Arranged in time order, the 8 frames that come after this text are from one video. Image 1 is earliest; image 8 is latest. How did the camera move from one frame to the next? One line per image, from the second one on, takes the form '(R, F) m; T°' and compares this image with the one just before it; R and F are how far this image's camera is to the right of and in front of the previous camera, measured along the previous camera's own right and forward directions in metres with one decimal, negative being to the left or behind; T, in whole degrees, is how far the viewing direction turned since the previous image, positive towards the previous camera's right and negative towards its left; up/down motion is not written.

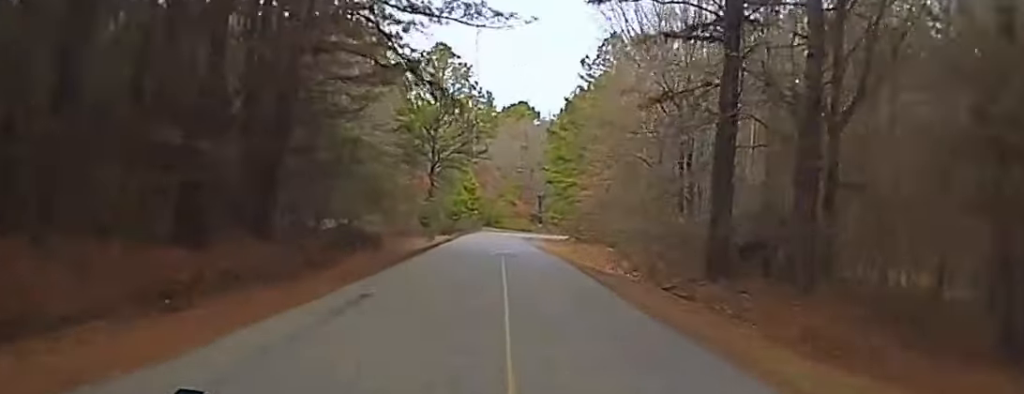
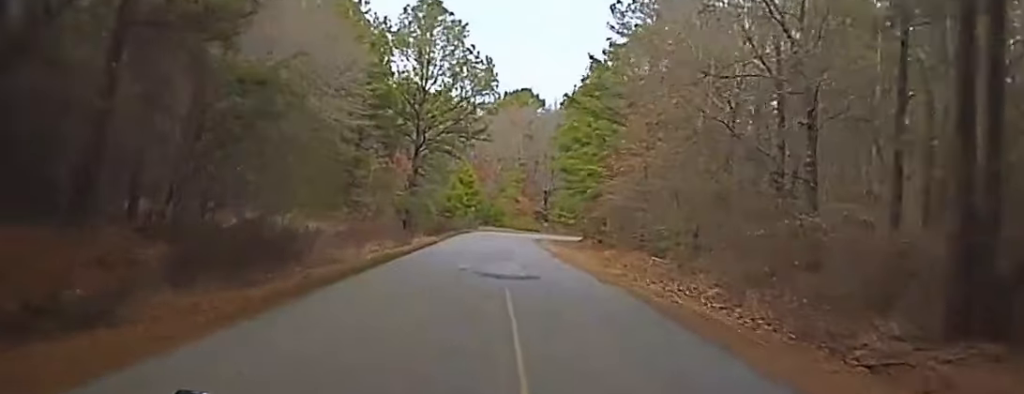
(-0.1, +18.5) m; 0°
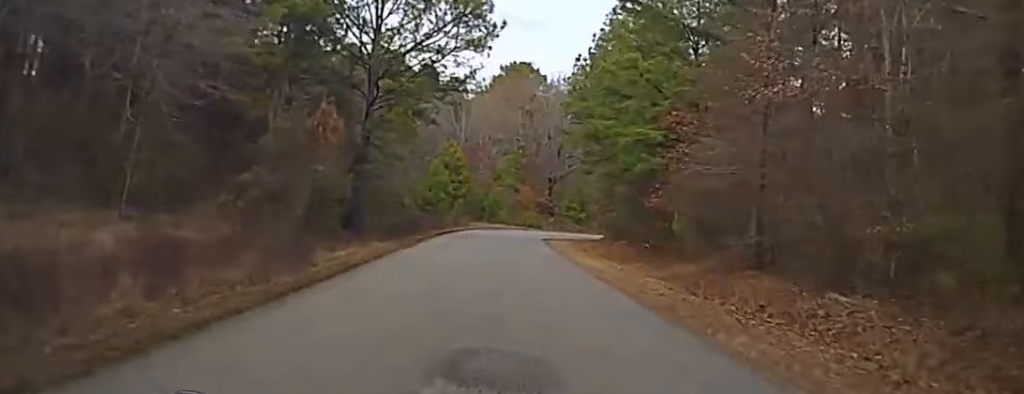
(0.0, +26.0) m; 0°
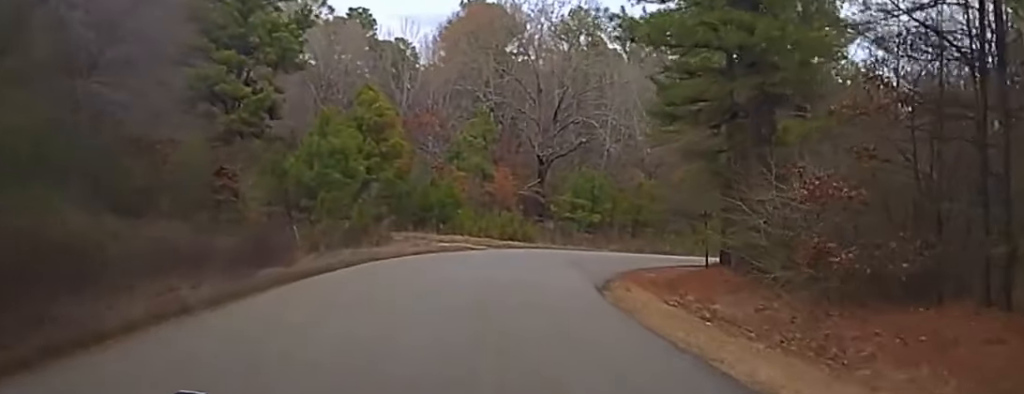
(+0.7, +51.6) m; +4°
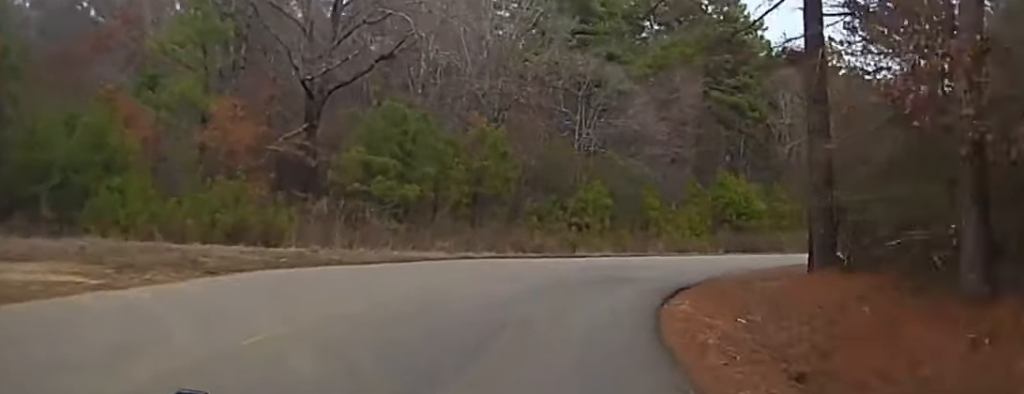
(+2.2, +34.3) m; +11°
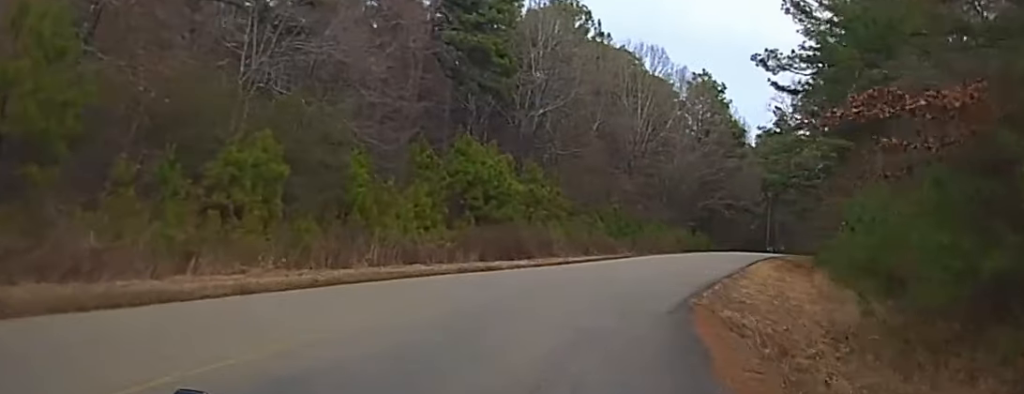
(+3.6, +26.5) m; +18°
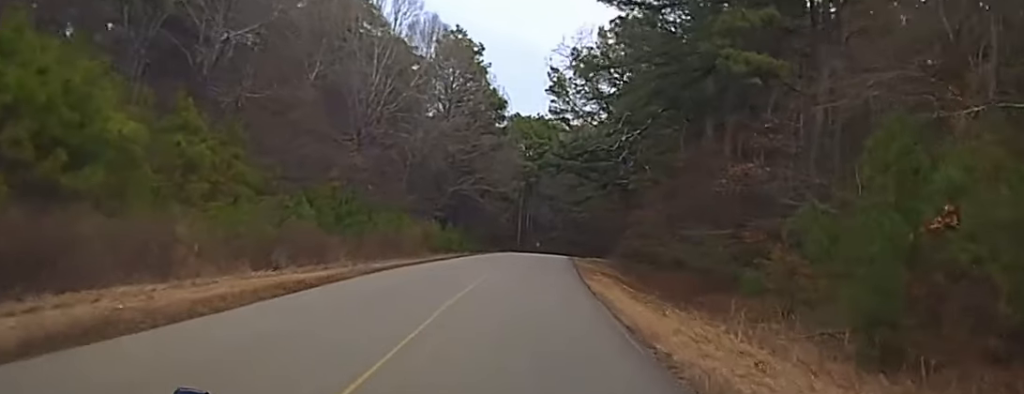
(+4.3, +26.2) m; +12°
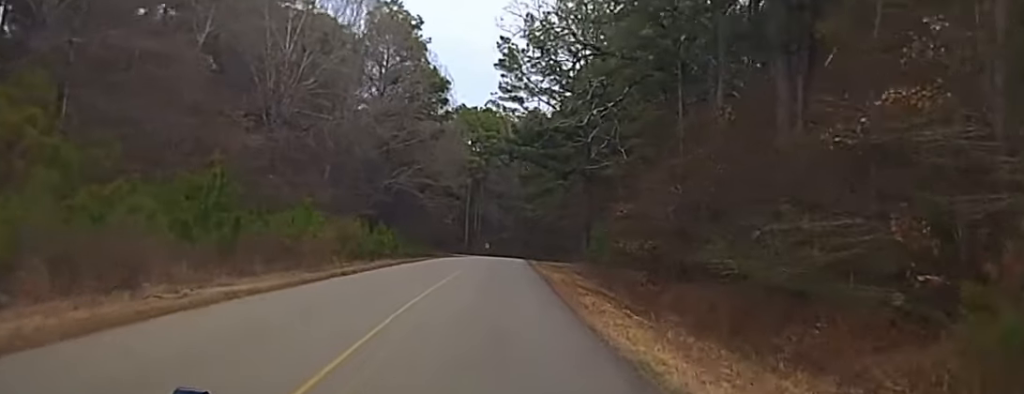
(+0.3, +14.1) m; +3°
